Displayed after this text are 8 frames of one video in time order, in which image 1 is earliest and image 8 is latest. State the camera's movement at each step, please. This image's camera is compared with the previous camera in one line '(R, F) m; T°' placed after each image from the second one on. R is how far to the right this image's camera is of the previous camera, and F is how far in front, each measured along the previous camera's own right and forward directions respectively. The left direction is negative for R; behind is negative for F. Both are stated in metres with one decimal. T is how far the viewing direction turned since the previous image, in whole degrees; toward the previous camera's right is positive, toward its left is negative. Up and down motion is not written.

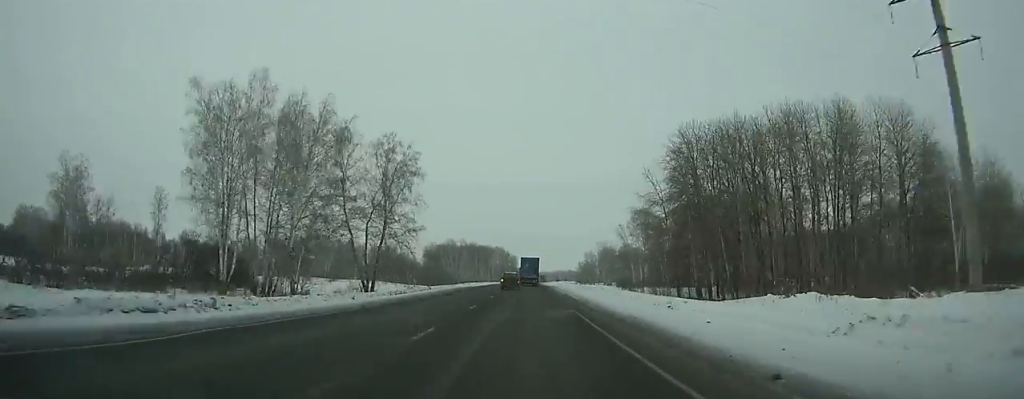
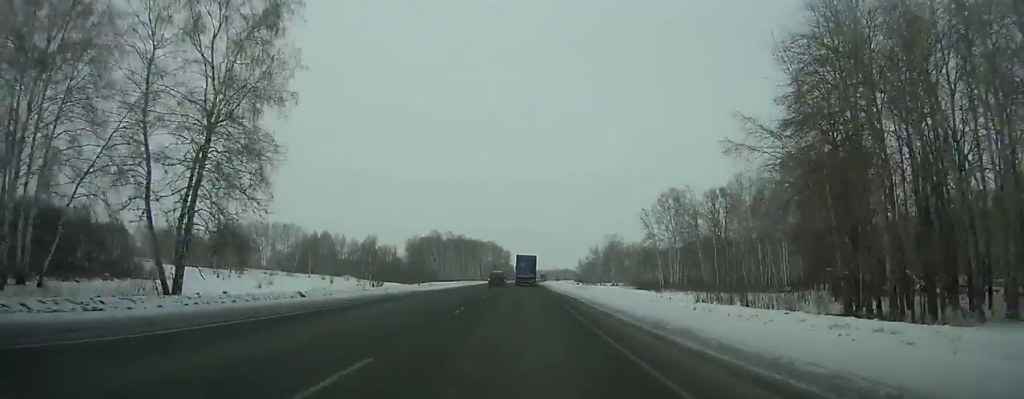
(+0.2, +41.1) m; 0°
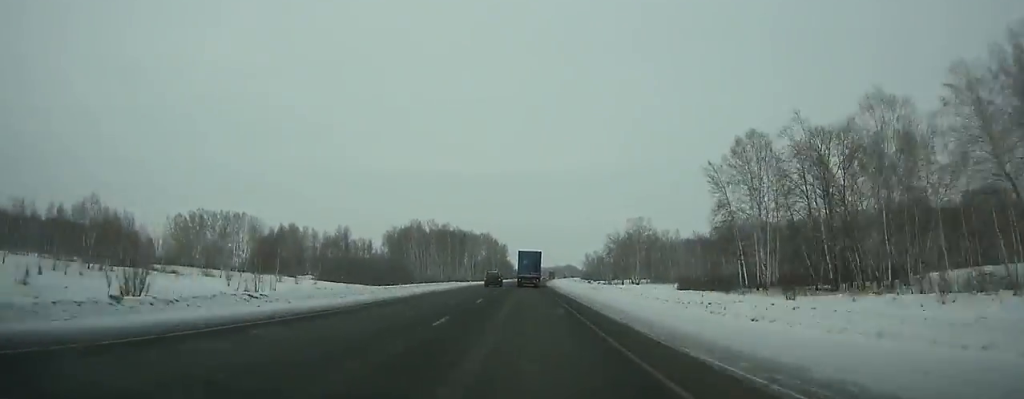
(+0.1, +51.4) m; 0°
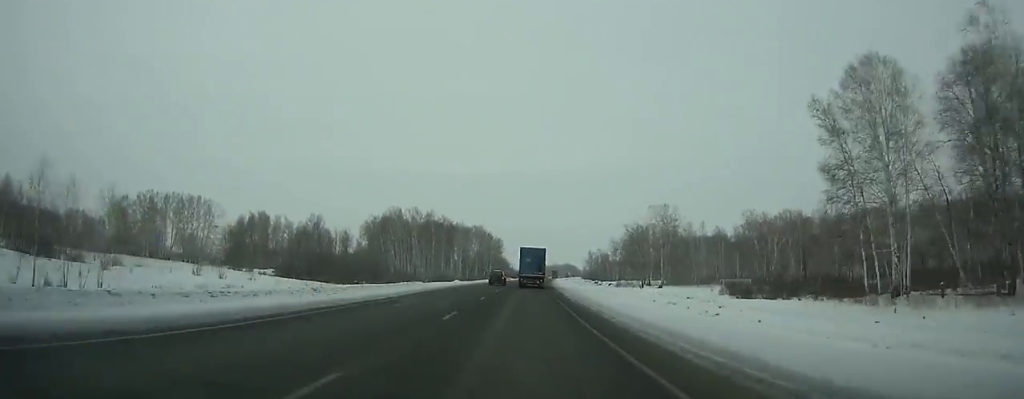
(-0.1, +35.3) m; 0°
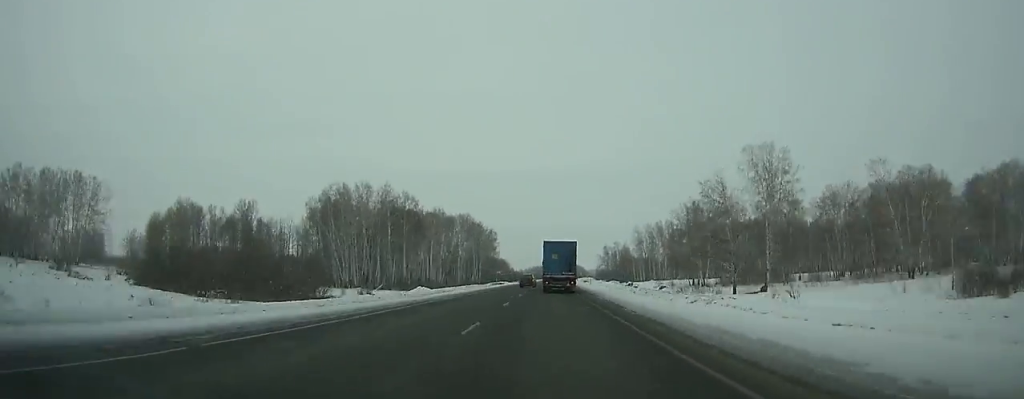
(+0.2, +64.1) m; +1°
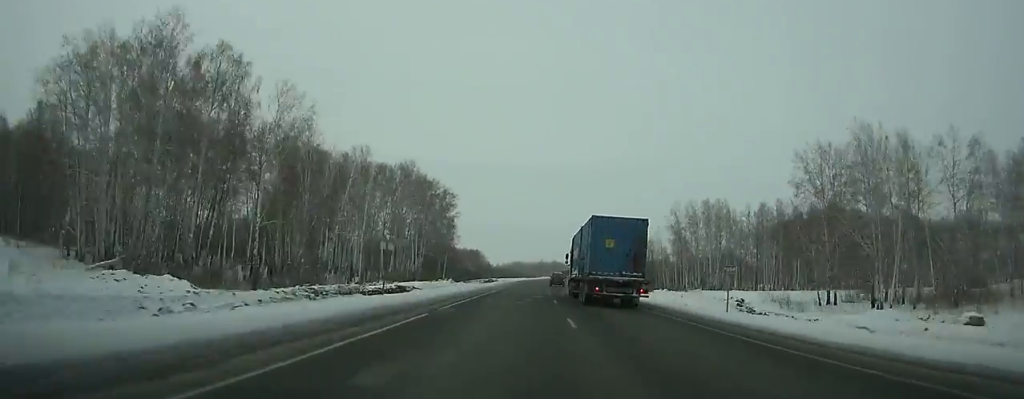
(+1.3, +84.2) m; +2°
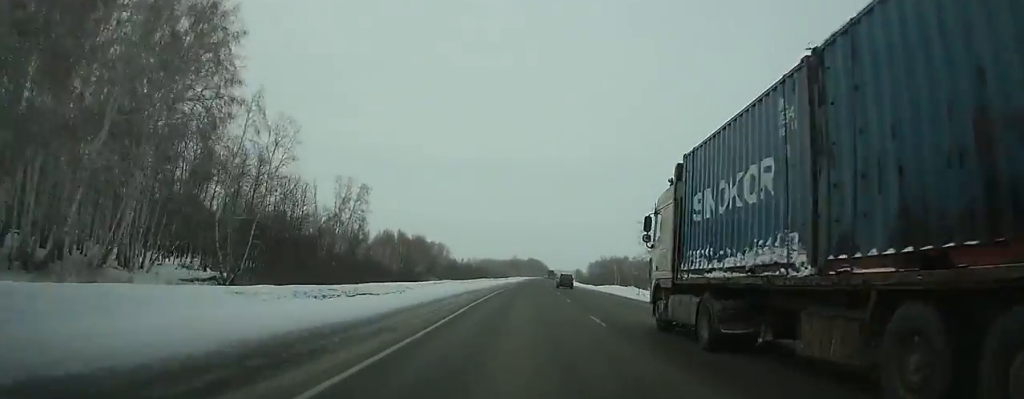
(+1.8, +93.6) m; +2°
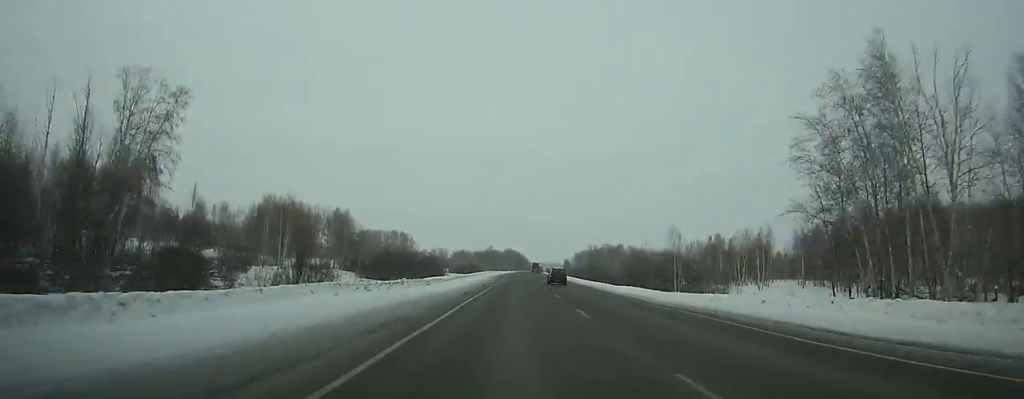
(+1.1, +66.9) m; +1°
